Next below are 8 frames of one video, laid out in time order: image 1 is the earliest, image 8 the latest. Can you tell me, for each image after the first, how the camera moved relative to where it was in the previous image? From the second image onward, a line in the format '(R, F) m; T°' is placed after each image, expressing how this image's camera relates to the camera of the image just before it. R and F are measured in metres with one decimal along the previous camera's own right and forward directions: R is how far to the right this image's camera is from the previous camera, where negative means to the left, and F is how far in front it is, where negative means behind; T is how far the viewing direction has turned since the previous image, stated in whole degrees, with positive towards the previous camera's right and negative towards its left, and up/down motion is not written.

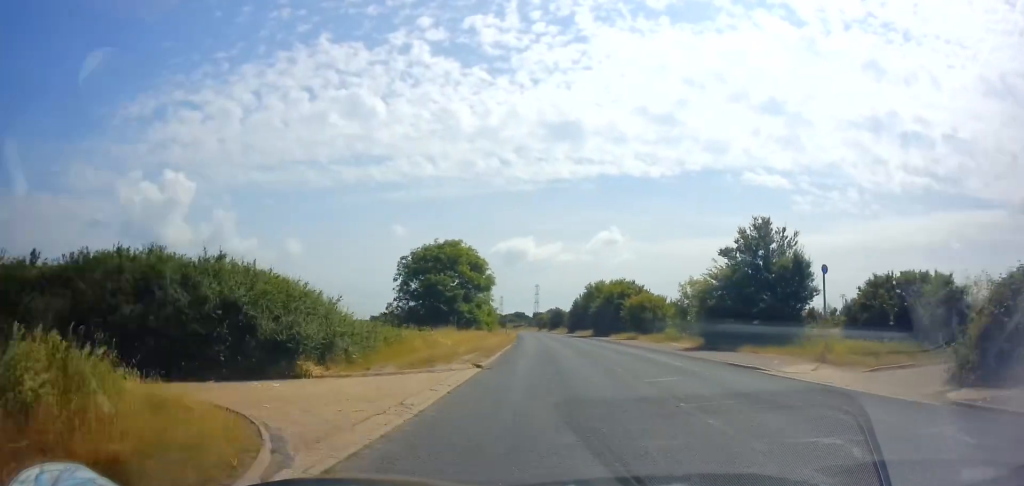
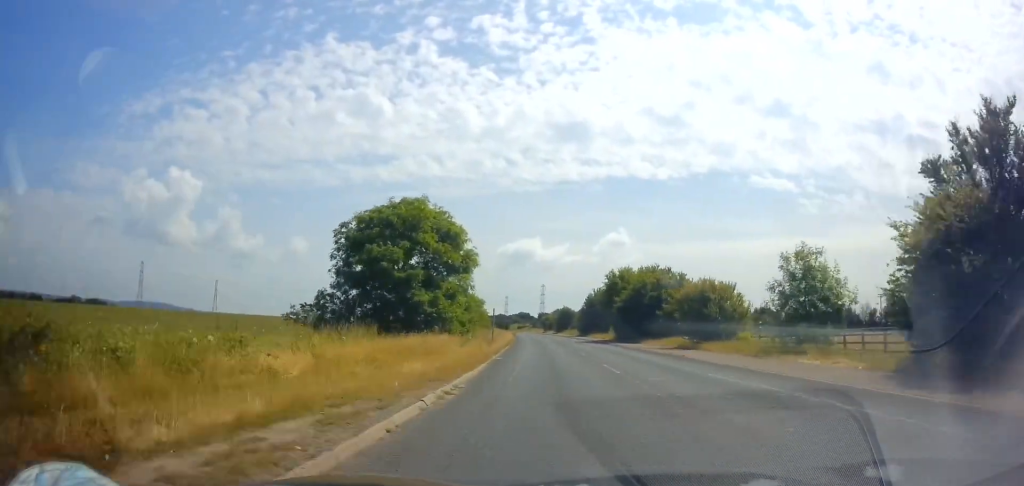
(0.0, +17.2) m; 0°
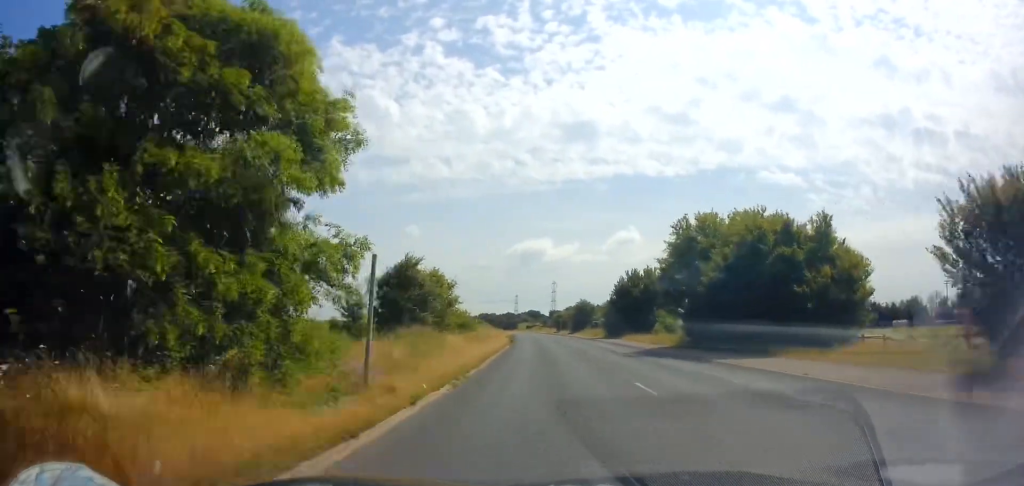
(0.0, +24.3) m; 0°
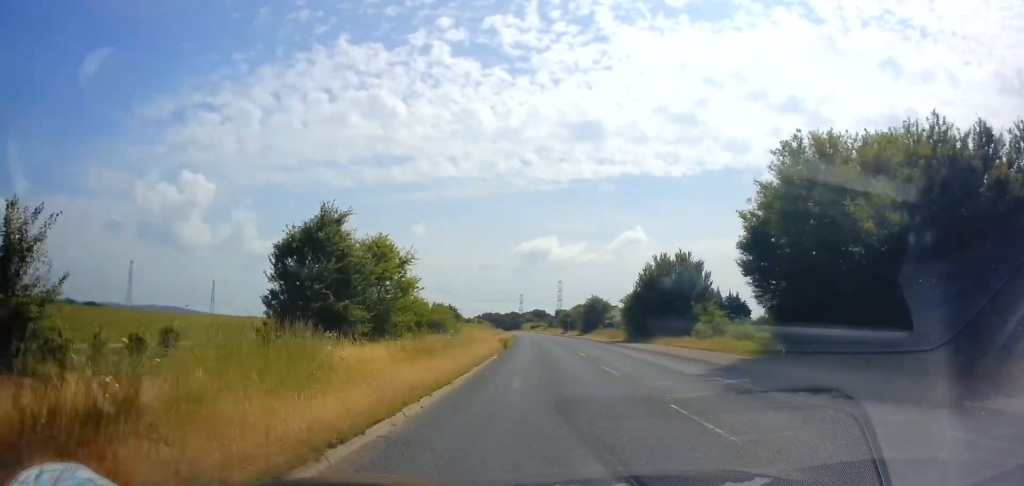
(0.0, +12.3) m; 0°
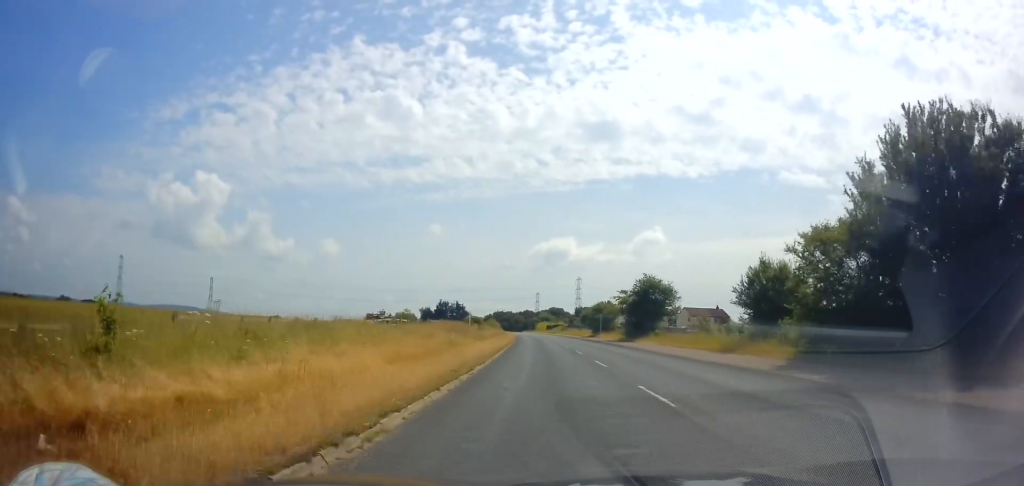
(-0.8, +33.5) m; -3°
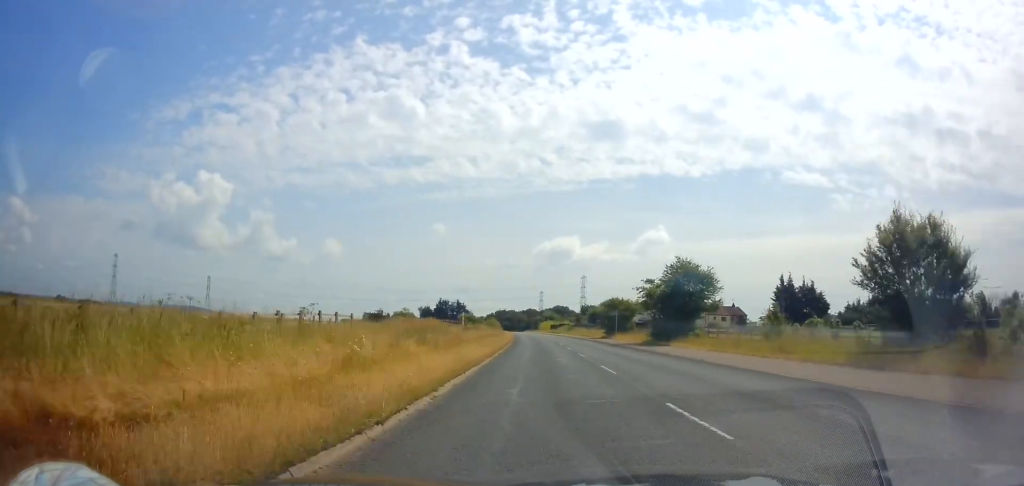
(-0.1, +11.0) m; -1°
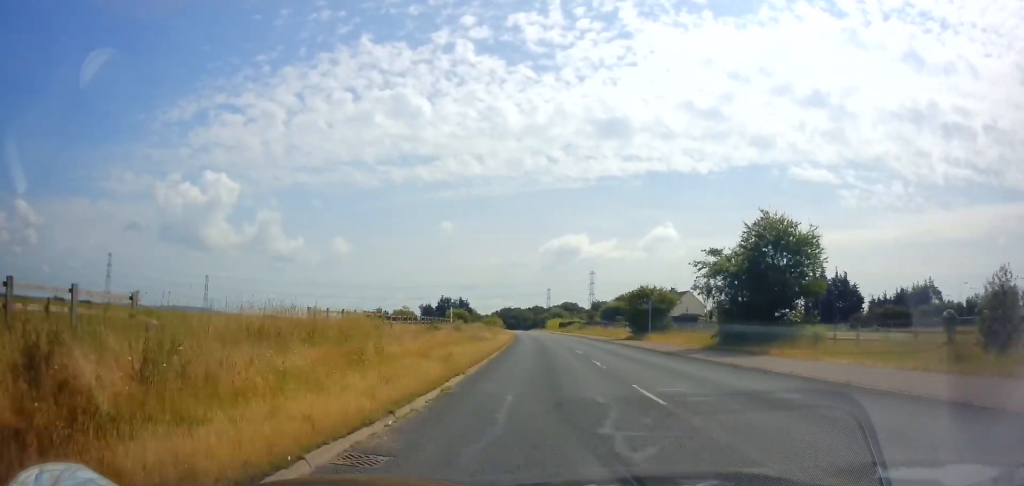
(0.0, +15.1) m; 0°
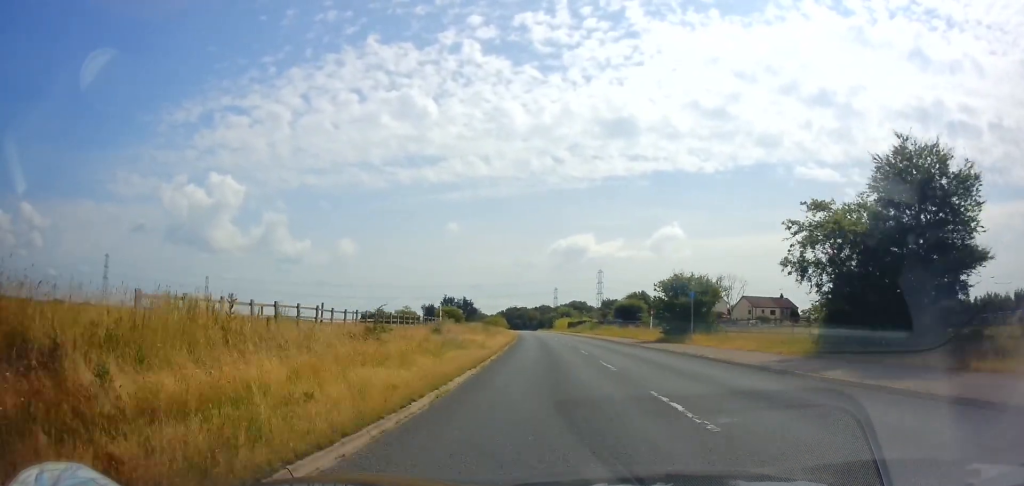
(+0.1, +10.6) m; -1°
